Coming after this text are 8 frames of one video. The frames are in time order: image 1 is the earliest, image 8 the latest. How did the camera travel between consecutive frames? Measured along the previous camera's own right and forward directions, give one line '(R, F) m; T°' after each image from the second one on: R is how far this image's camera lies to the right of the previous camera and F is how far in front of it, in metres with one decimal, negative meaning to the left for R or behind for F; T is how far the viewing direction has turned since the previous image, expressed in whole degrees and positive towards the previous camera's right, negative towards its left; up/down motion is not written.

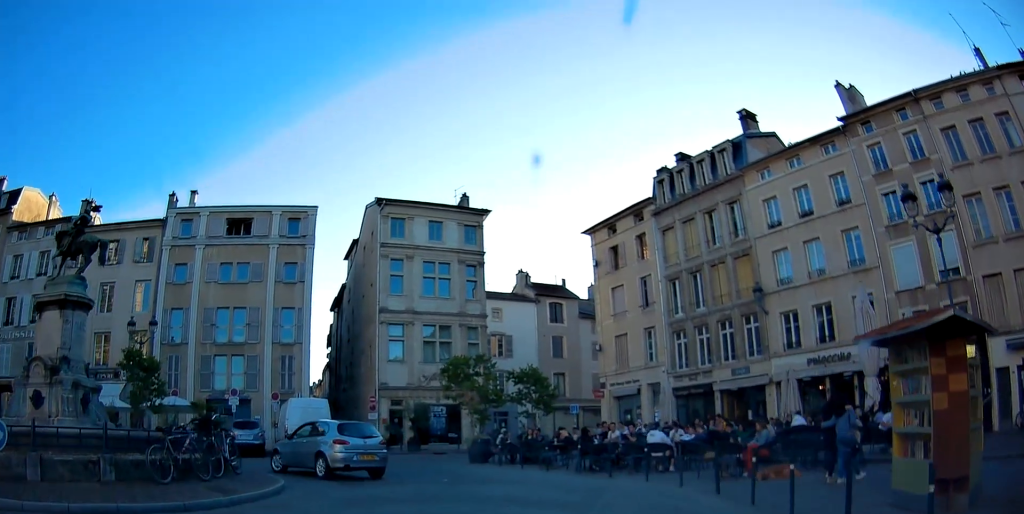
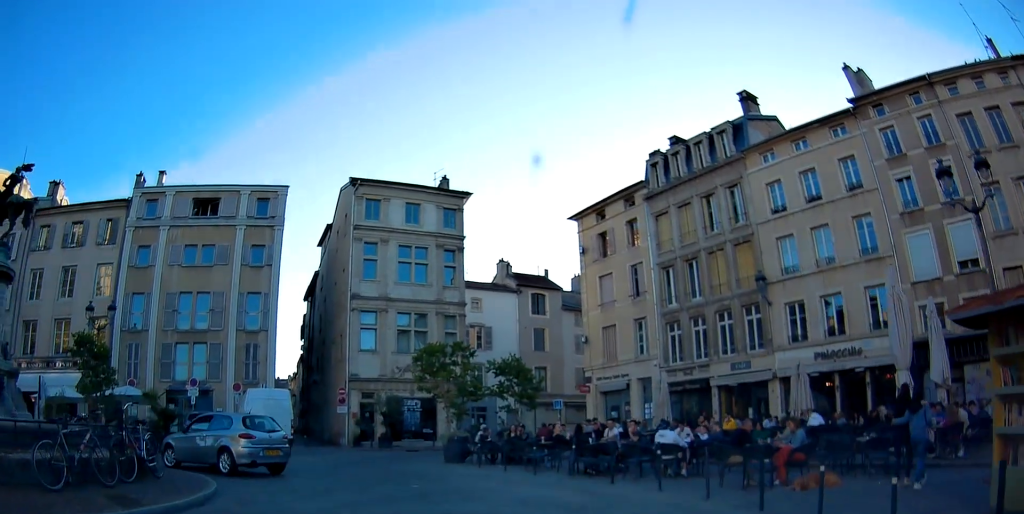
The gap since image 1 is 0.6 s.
(+0.1, +2.6) m; +3°
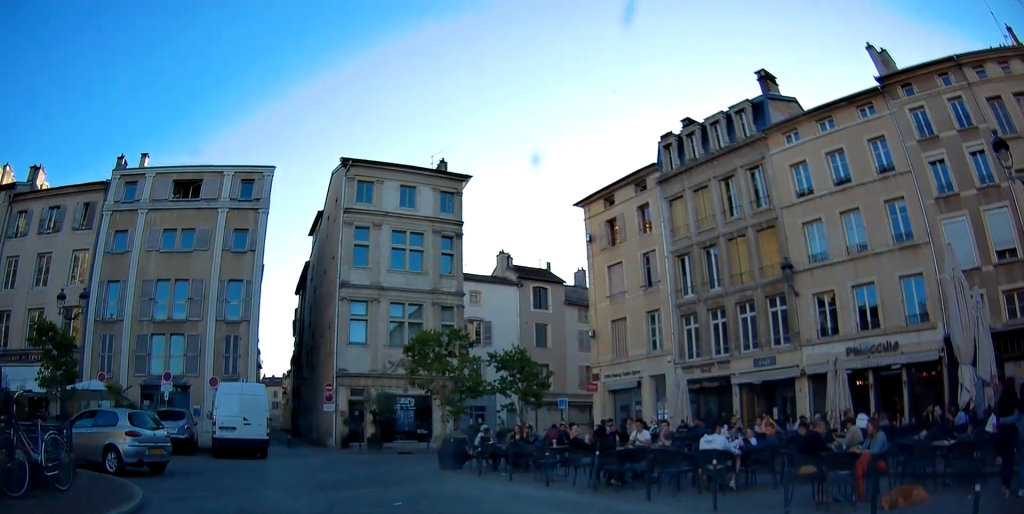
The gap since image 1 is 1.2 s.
(0.0, +2.7) m; -1°
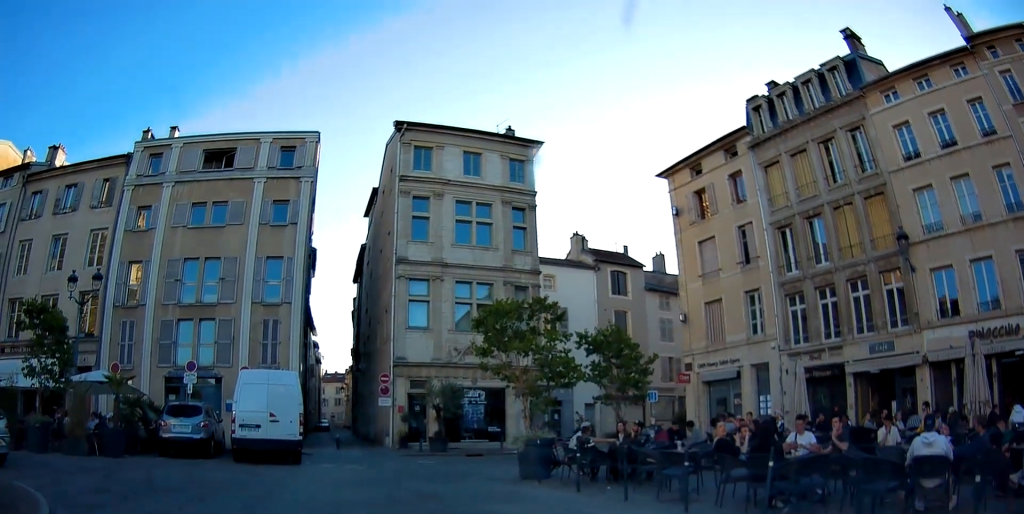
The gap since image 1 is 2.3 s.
(-0.1, +4.1) m; -6°
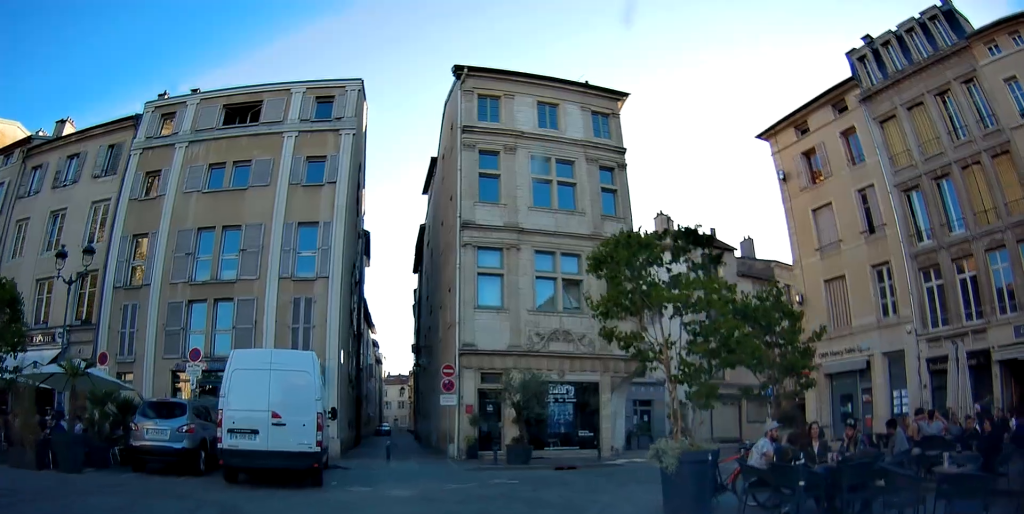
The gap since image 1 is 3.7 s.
(-0.3, +5.0) m; +3°
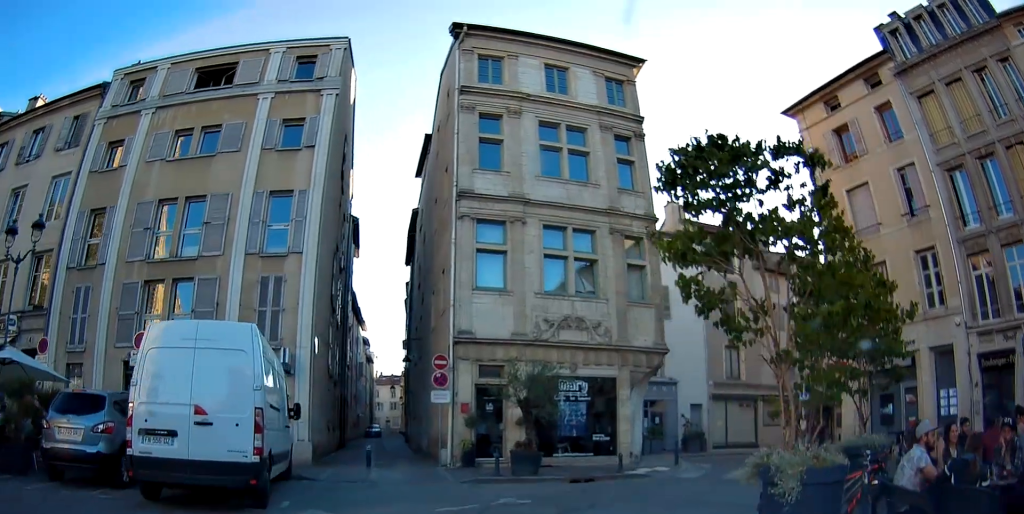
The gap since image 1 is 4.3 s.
(+0.3, +2.8) m; +6°
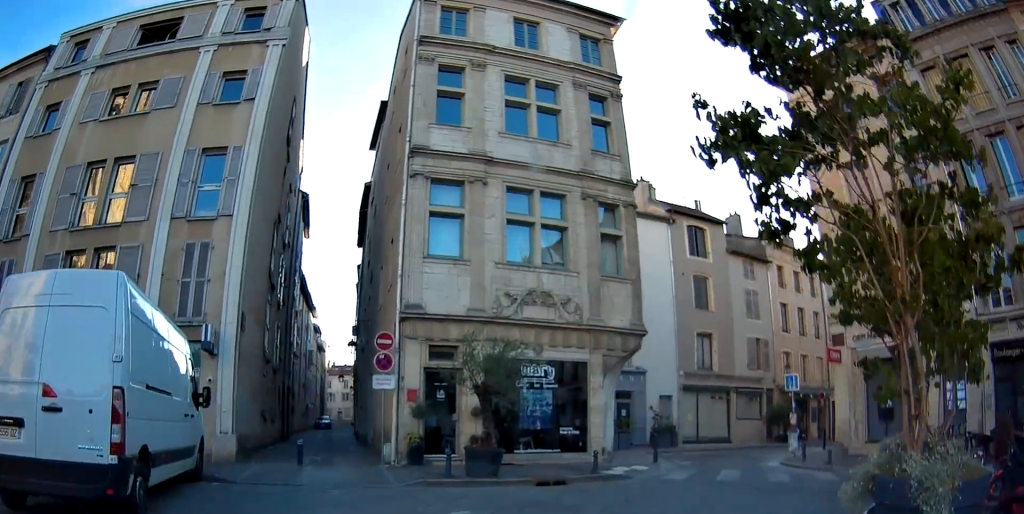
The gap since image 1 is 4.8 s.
(+0.1, +2.2) m; +3°
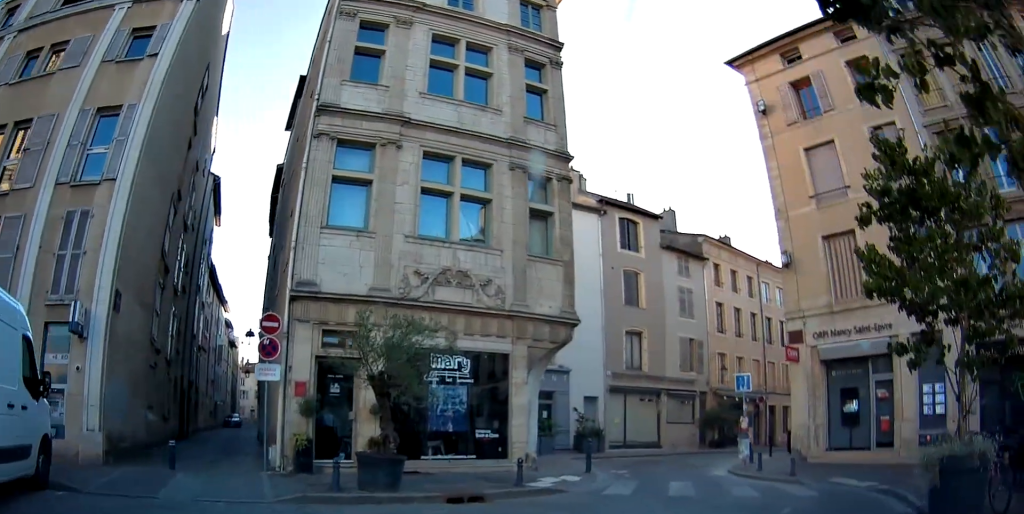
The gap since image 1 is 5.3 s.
(+0.1, +2.3) m; +1°
